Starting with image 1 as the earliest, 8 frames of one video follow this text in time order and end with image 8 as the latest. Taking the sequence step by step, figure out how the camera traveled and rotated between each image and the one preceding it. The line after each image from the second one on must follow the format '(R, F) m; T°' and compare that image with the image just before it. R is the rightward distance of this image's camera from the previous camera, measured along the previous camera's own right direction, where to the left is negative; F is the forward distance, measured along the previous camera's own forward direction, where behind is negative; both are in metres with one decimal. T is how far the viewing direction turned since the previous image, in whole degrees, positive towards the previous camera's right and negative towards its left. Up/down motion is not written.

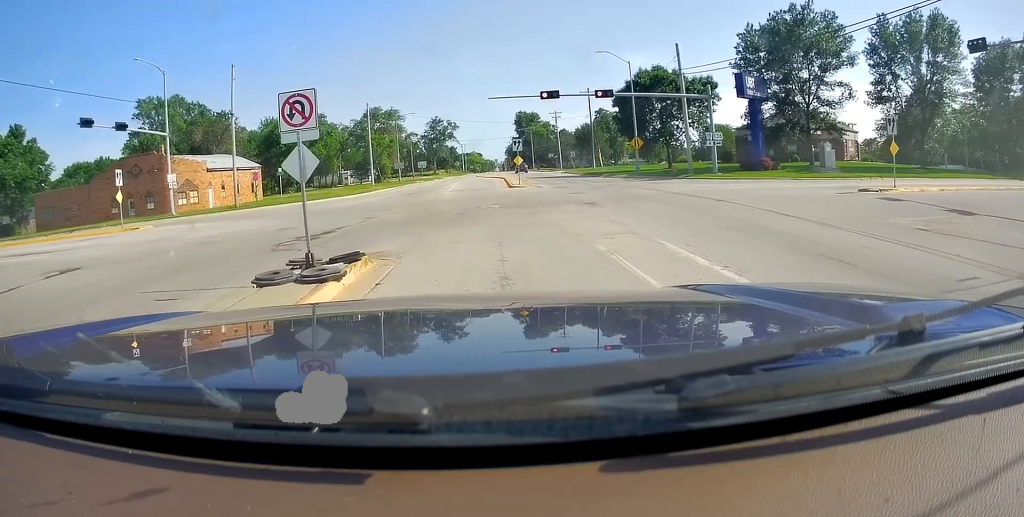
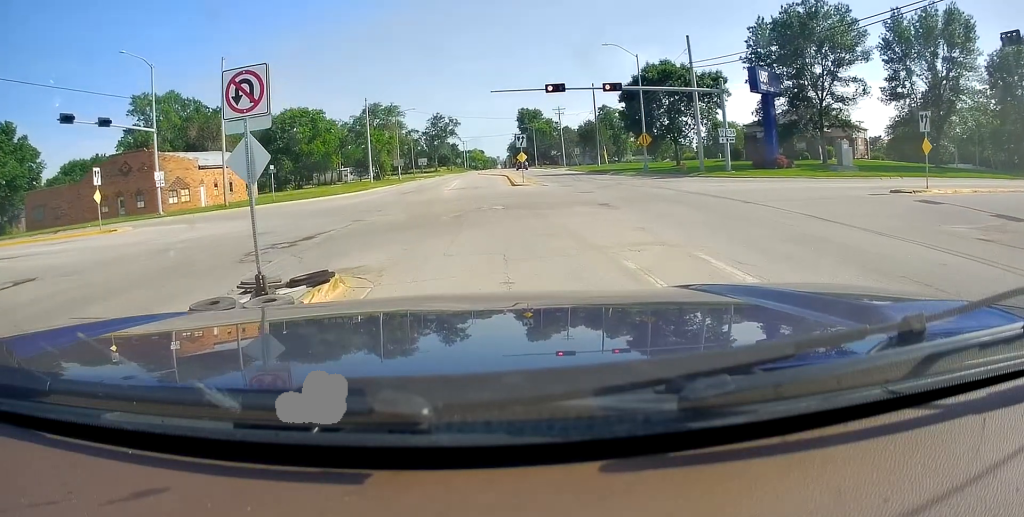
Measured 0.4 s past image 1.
(+0.1, +3.3) m; +3°
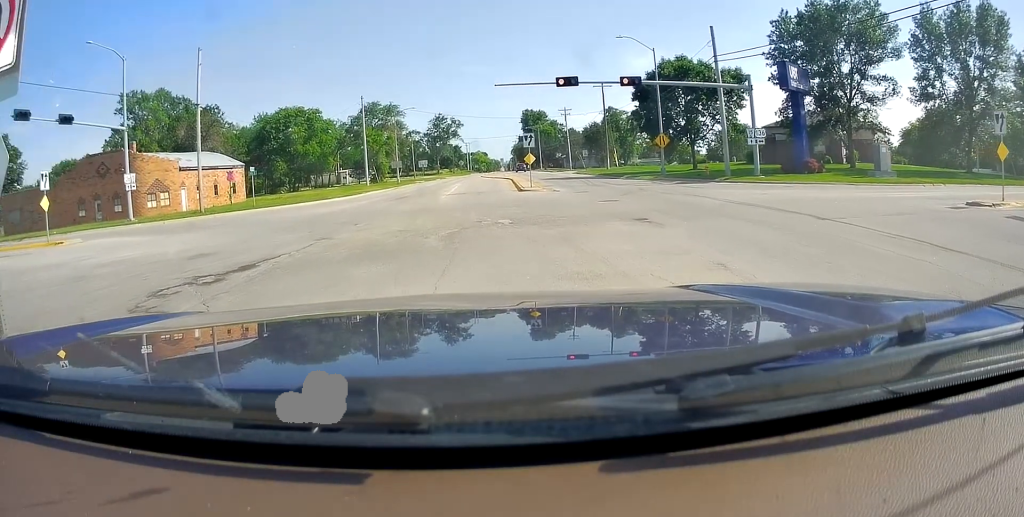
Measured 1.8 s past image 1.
(0.0, +7.2) m; 0°
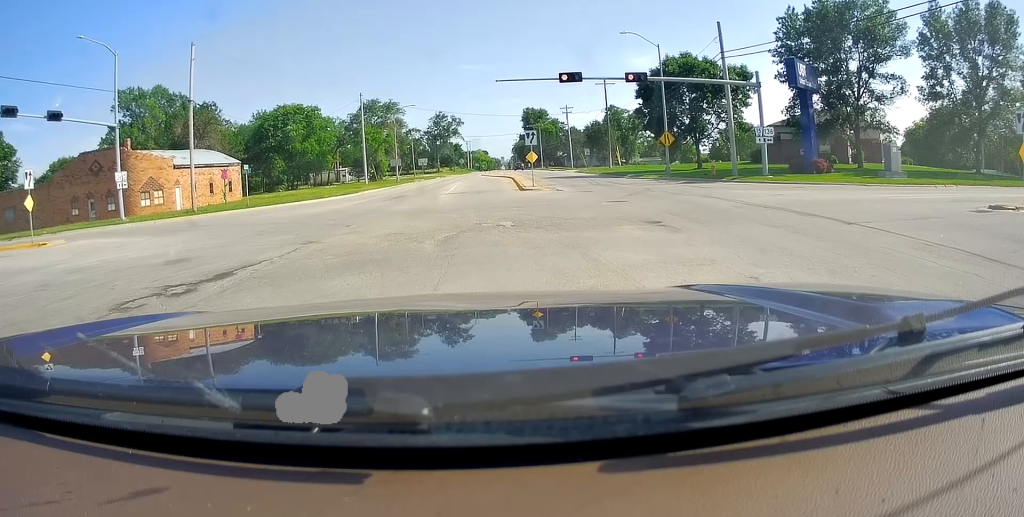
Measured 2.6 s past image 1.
(0.0, +3.1) m; 0°
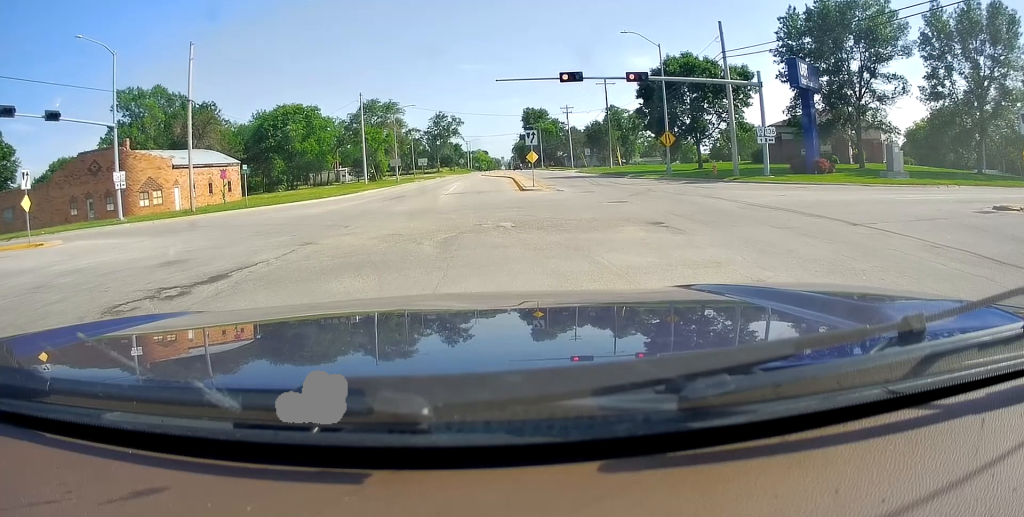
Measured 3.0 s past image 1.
(0.0, +1.1) m; 0°
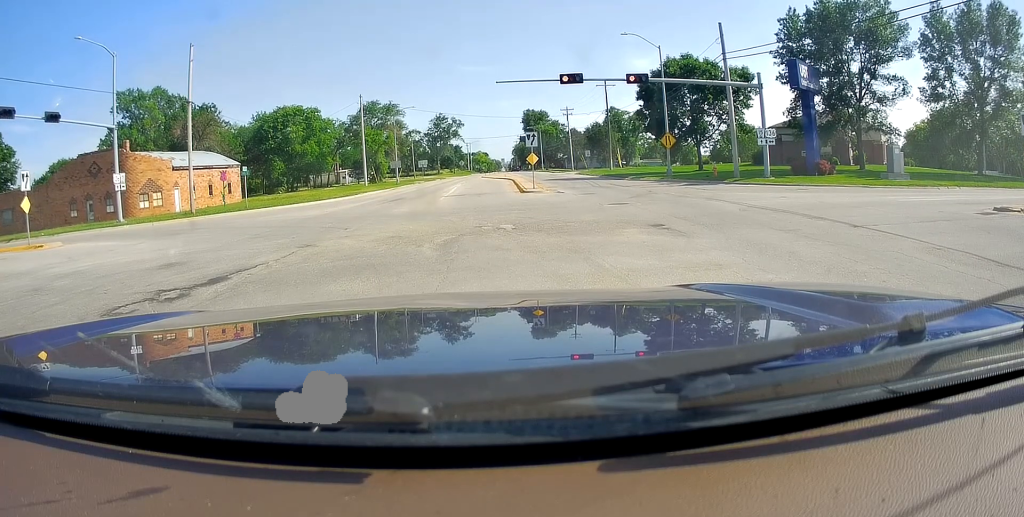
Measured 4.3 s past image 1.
(0.0, +1.7) m; 0°
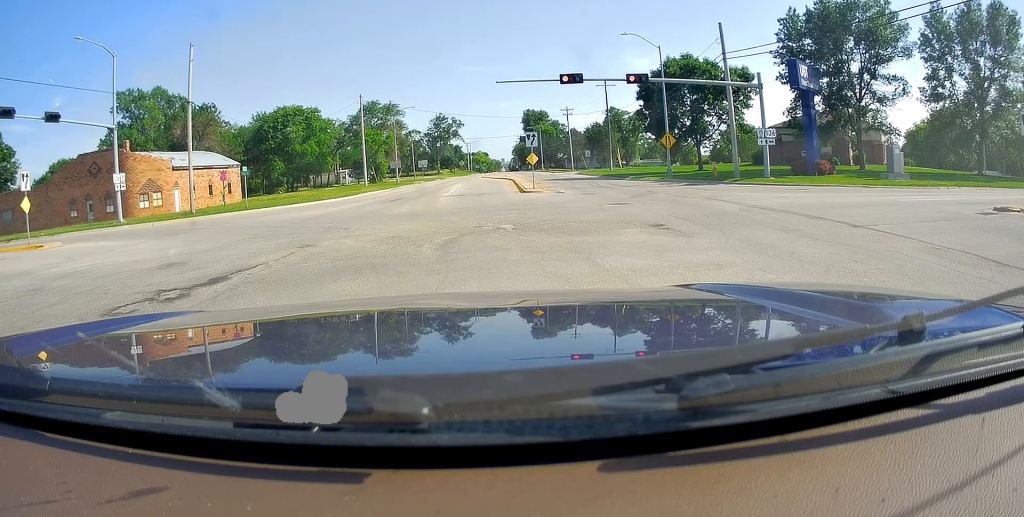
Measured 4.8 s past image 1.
(0.0, +0.1) m; 0°
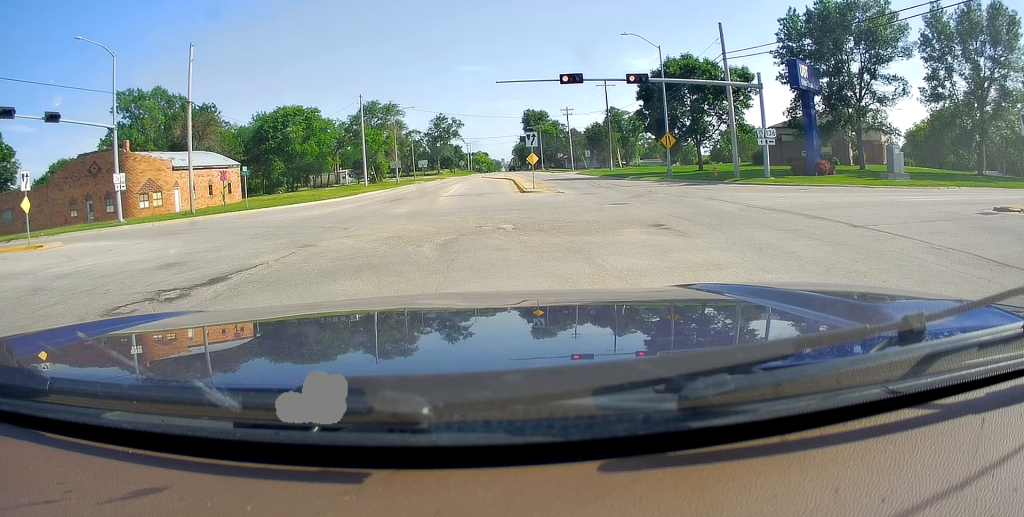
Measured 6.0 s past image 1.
(0.0, 0.0) m; 0°
